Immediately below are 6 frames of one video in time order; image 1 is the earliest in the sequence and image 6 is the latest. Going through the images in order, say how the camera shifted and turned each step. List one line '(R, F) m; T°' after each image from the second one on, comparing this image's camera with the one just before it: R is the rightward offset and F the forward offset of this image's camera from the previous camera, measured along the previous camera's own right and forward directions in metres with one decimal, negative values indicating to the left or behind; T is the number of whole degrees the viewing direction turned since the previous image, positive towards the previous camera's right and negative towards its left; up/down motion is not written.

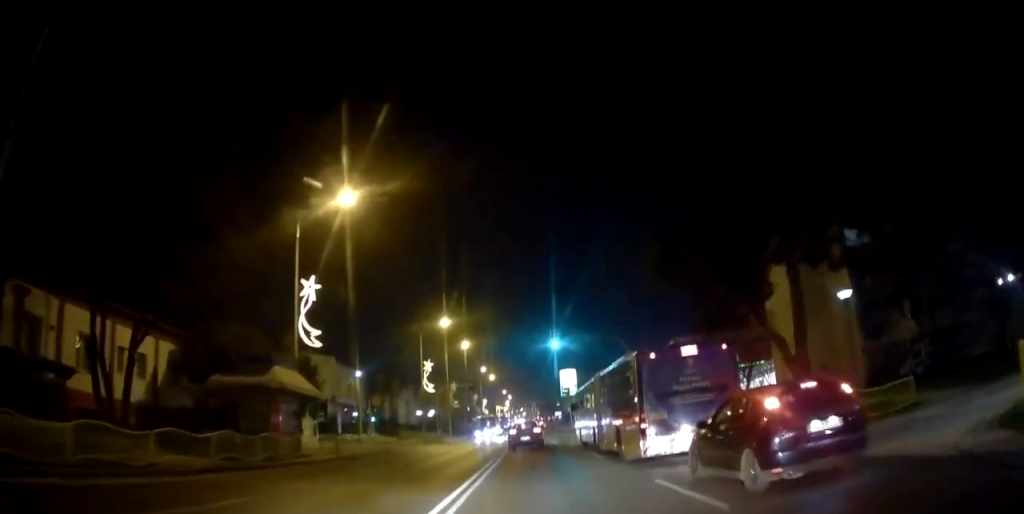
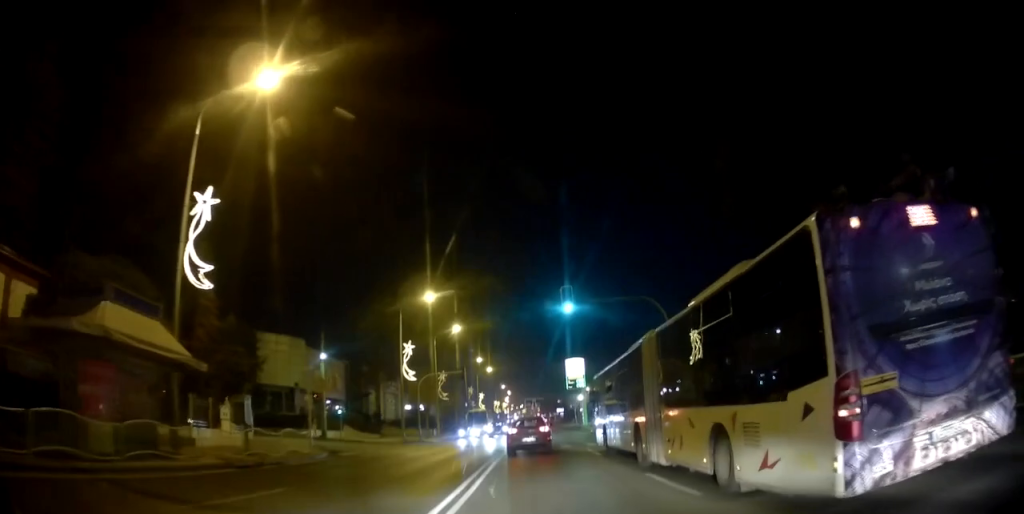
(0.0, +10.7) m; +4°
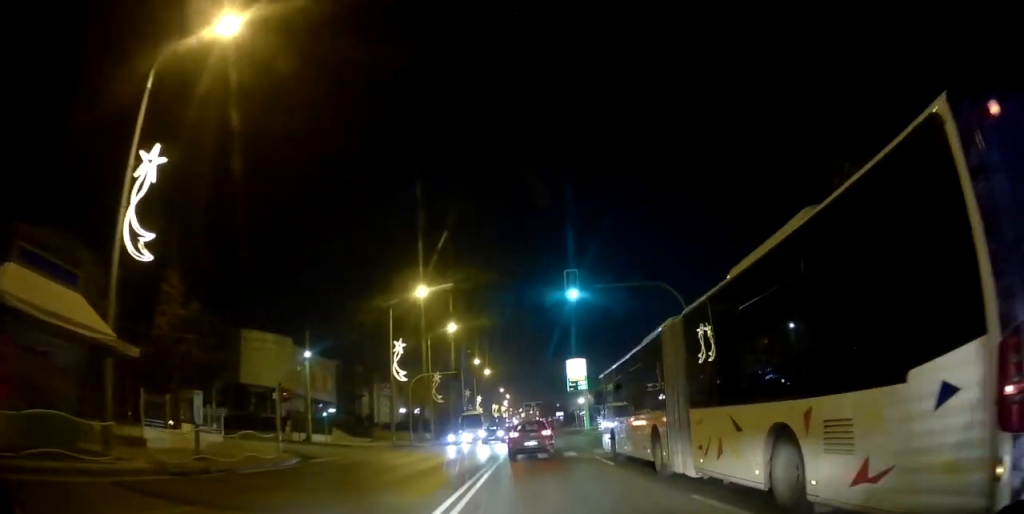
(+0.1, +3.5) m; 0°
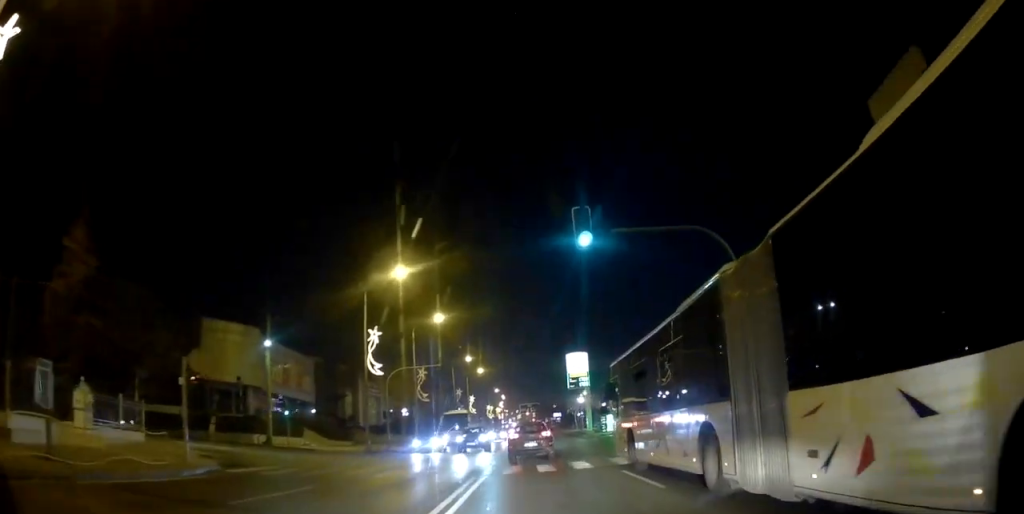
(-0.1, +6.5) m; 0°
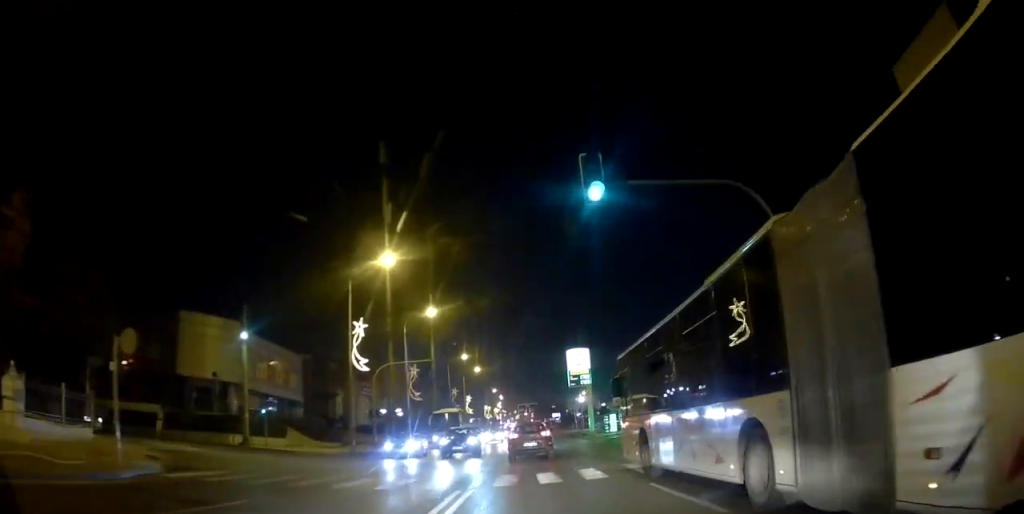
(-0.1, +3.0) m; 0°
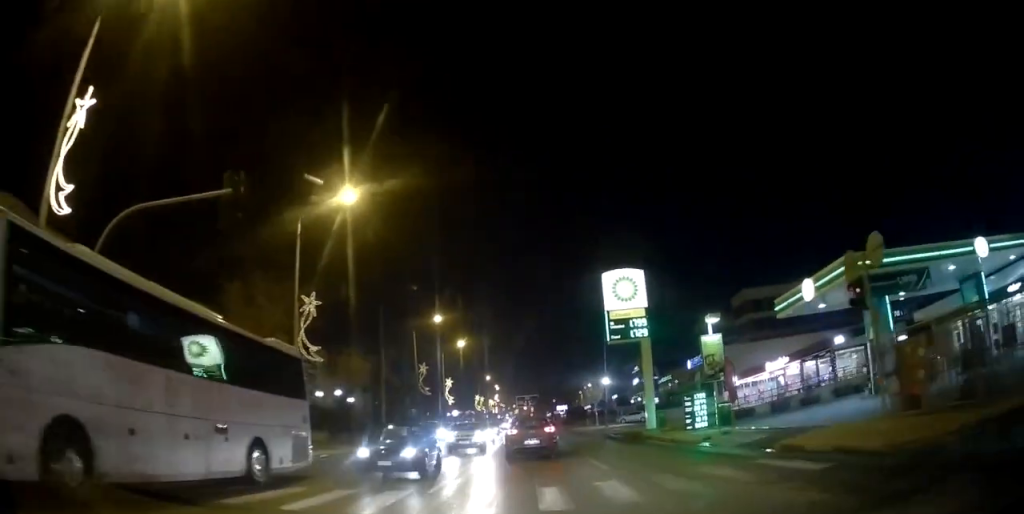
(-0.6, +25.5) m; -3°
